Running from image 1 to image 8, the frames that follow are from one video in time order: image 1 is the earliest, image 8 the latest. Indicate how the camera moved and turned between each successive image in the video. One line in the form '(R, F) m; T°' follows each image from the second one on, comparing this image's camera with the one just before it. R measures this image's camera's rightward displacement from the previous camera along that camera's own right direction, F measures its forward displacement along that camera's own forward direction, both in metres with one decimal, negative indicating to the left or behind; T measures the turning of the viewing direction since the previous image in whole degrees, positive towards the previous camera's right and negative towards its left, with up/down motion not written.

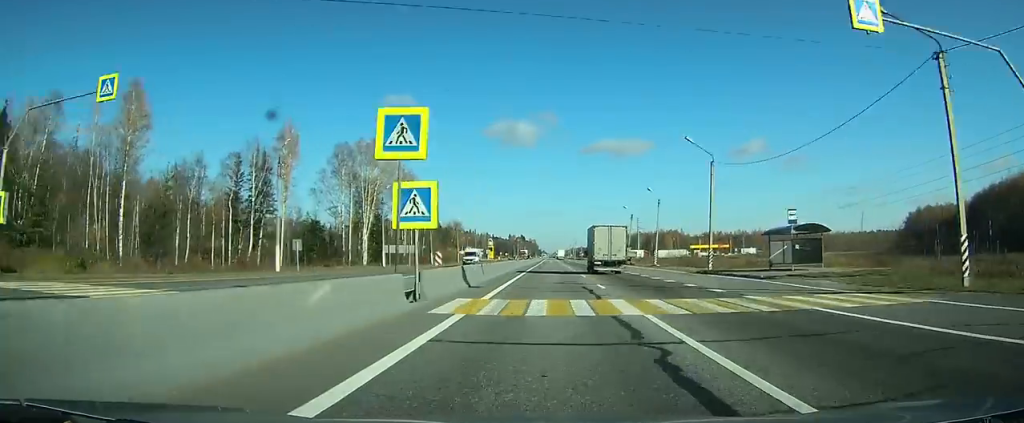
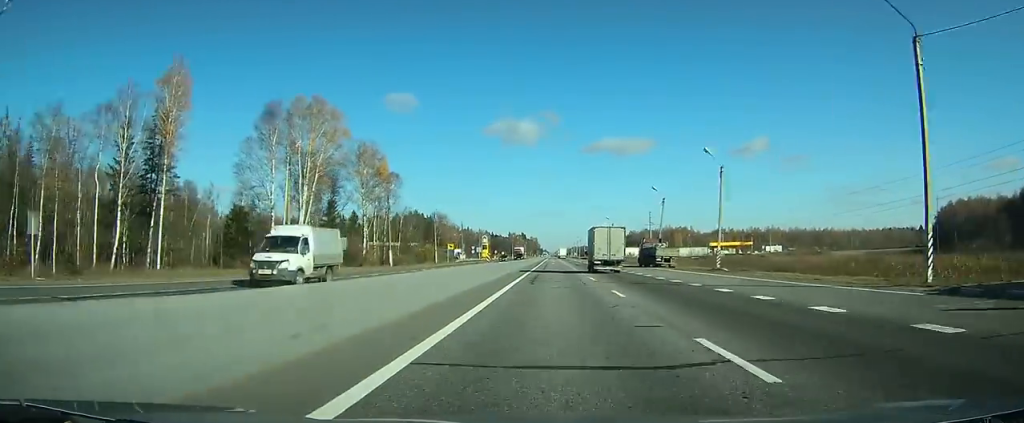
(0.0, +27.1) m; 0°
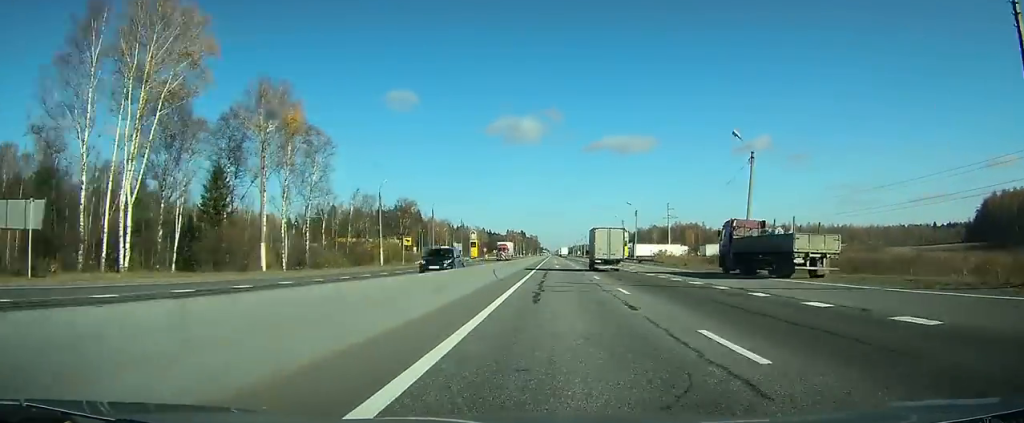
(+0.1, +33.5) m; 0°
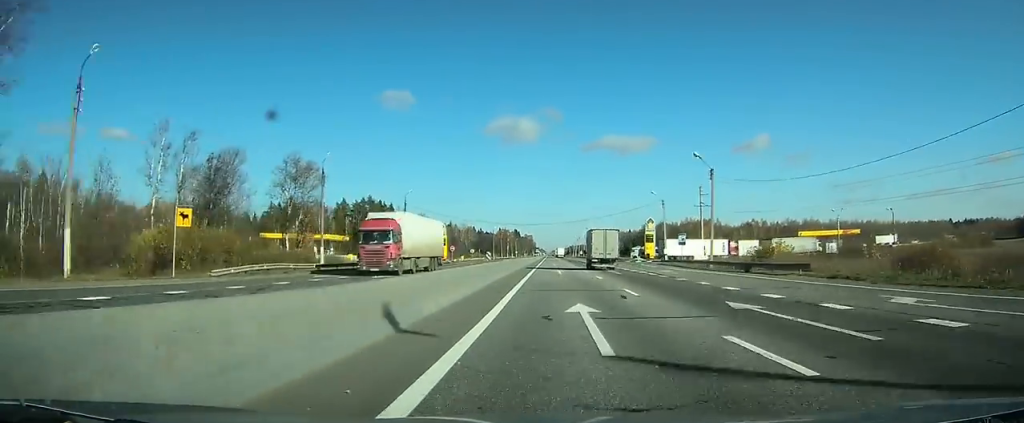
(-0.1, +50.6) m; 0°
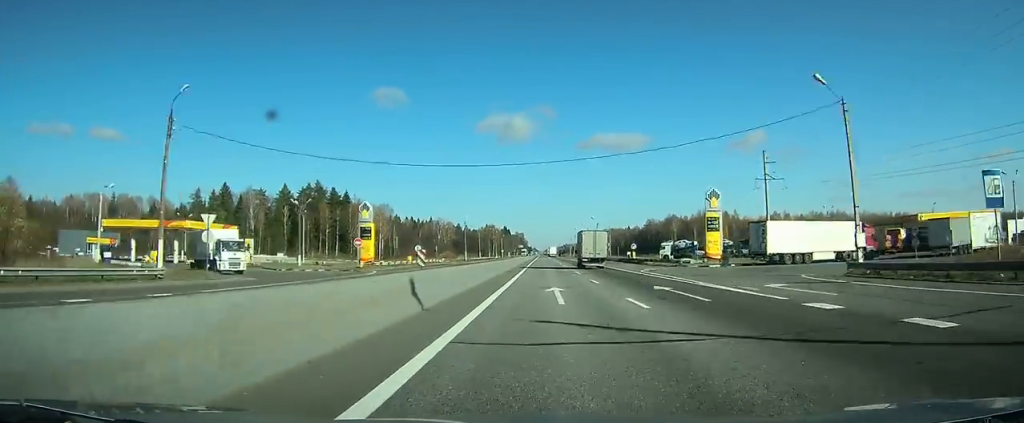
(+0.3, +54.1) m; +1°
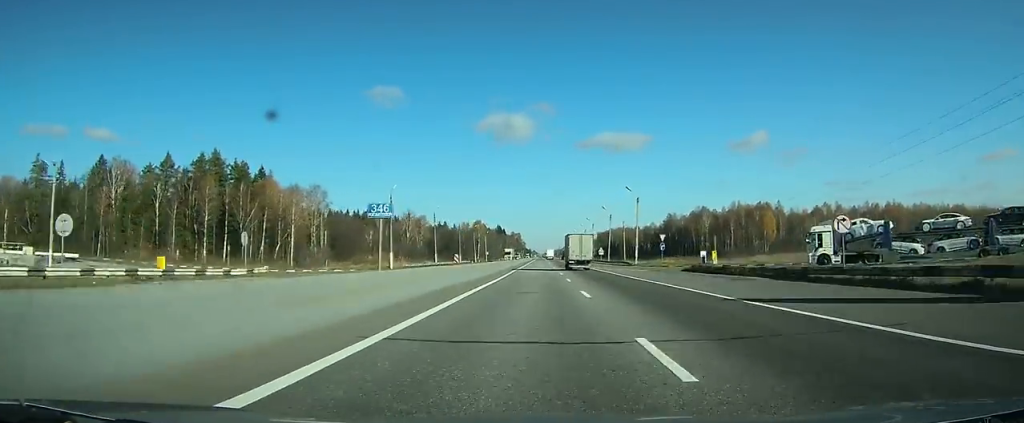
(+0.4, +67.0) m; 0°
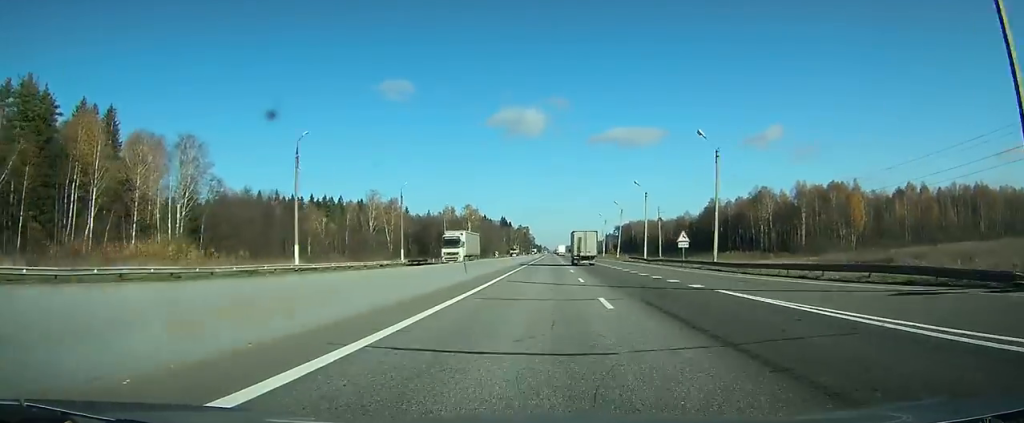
(-0.4, +62.0) m; -1°
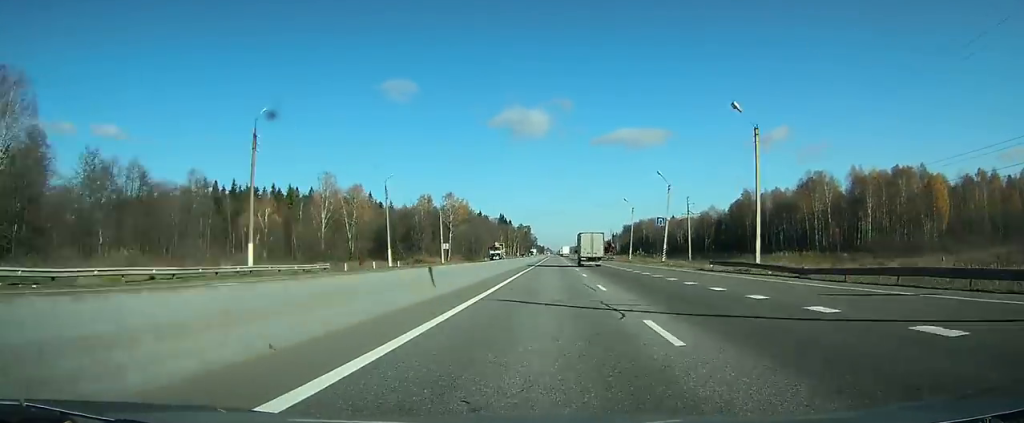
(-0.2, +41.1) m; 0°
